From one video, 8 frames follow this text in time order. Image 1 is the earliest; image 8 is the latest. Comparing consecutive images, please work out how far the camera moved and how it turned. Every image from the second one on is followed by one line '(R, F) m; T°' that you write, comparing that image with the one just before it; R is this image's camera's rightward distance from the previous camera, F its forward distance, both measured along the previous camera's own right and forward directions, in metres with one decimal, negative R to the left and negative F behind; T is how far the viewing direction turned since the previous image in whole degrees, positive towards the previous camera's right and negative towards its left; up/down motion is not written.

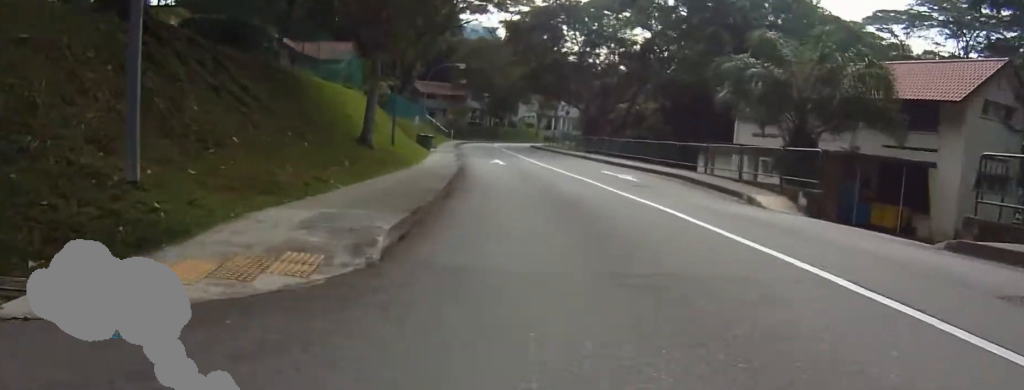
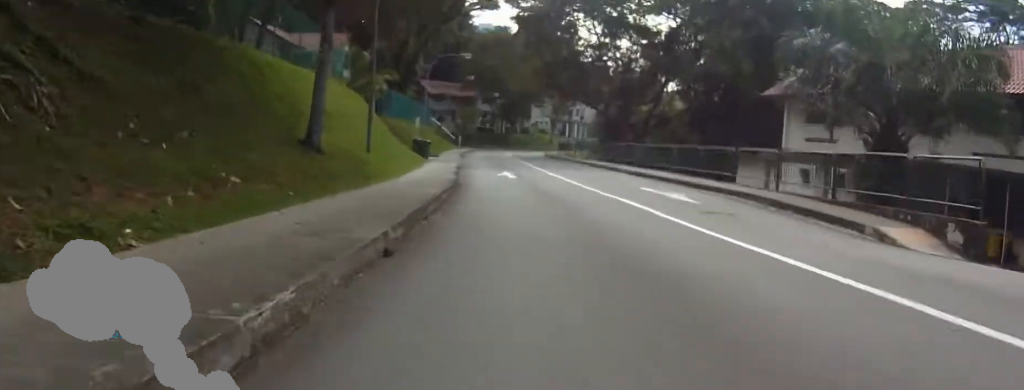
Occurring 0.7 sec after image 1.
(0.0, +5.6) m; -4°
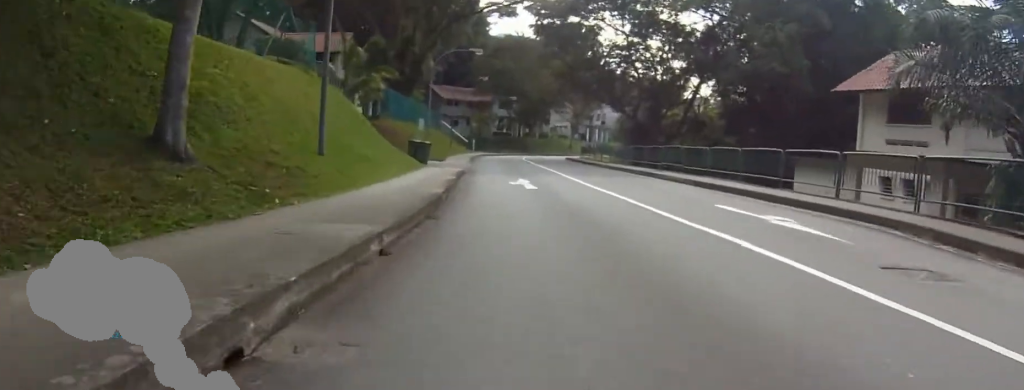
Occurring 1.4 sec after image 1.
(-0.1, +5.9) m; -7°
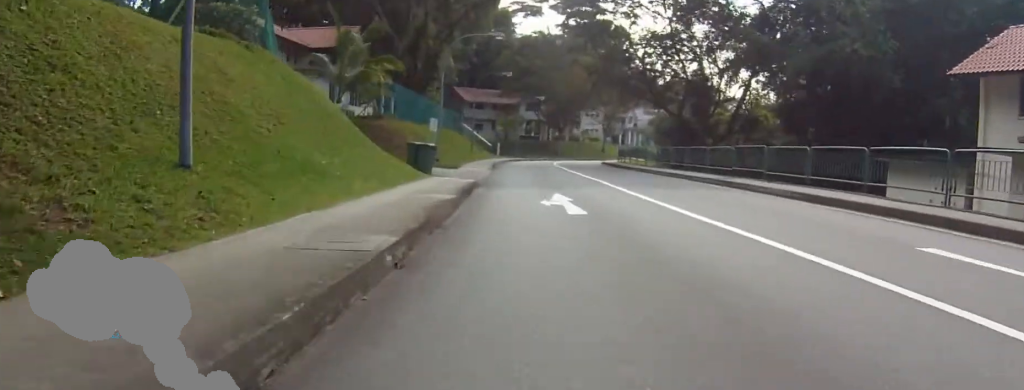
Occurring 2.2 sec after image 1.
(-0.8, +6.1) m; 0°
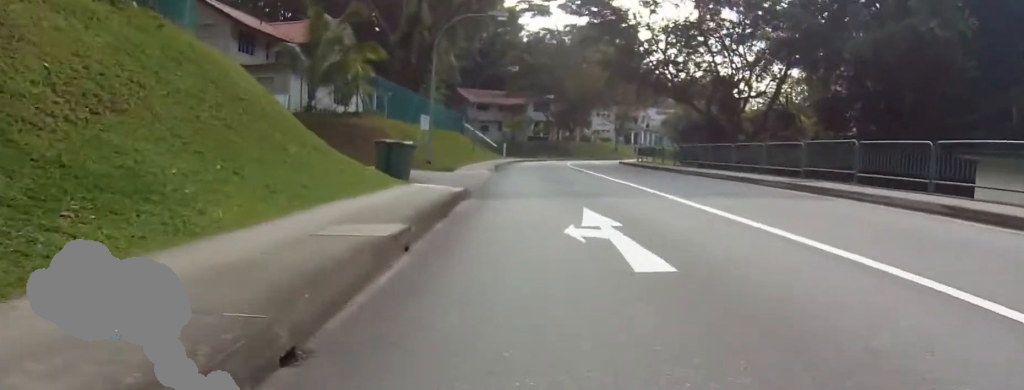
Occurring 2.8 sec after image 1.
(+0.3, +5.2) m; -1°
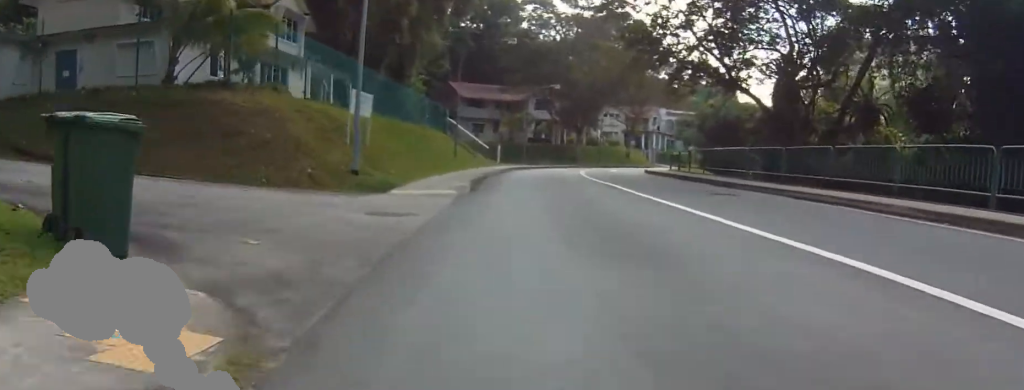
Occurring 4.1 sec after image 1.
(-0.5, +10.7) m; -7°
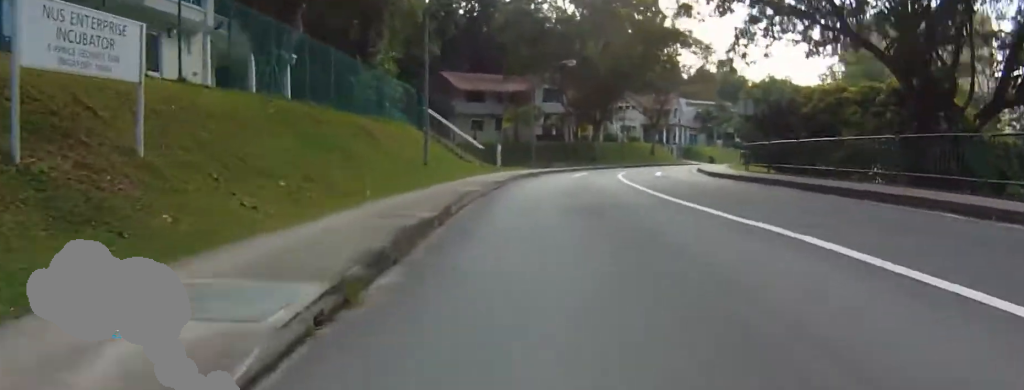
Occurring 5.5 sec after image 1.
(0.0, +11.9) m; +6°
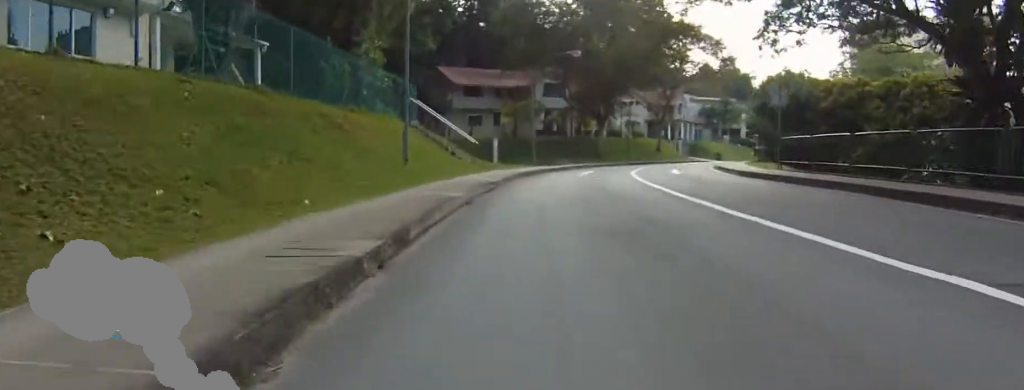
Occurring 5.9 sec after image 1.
(+0.5, +3.5) m; 0°
